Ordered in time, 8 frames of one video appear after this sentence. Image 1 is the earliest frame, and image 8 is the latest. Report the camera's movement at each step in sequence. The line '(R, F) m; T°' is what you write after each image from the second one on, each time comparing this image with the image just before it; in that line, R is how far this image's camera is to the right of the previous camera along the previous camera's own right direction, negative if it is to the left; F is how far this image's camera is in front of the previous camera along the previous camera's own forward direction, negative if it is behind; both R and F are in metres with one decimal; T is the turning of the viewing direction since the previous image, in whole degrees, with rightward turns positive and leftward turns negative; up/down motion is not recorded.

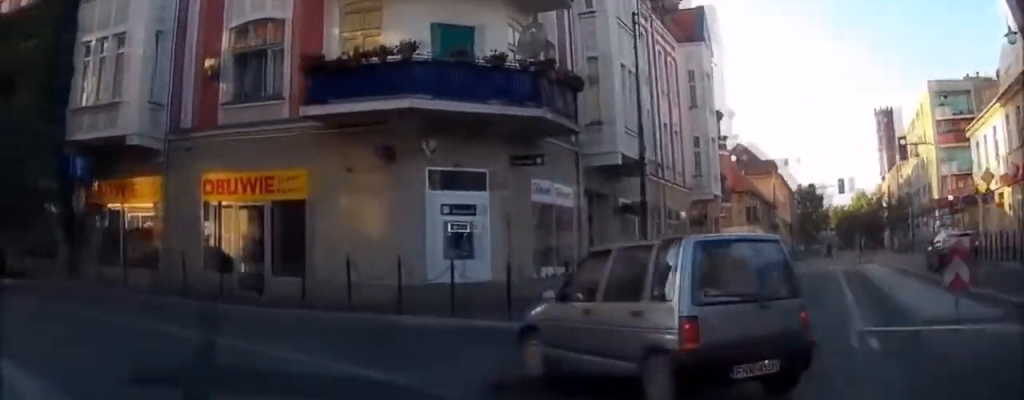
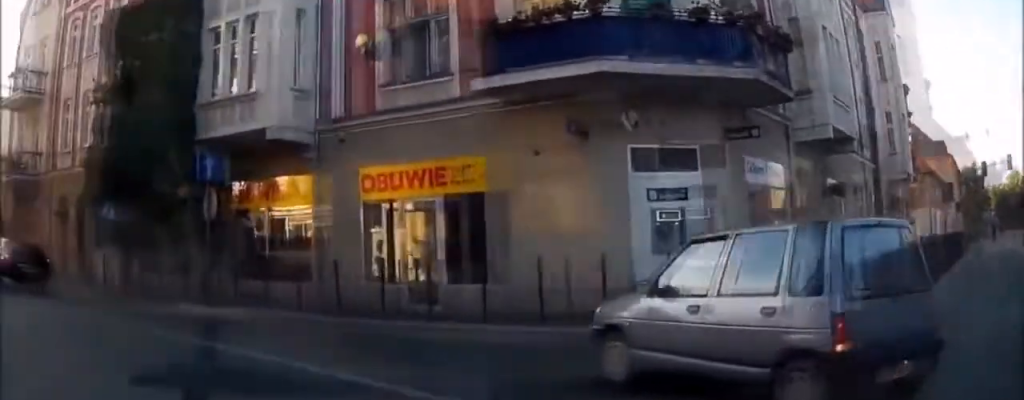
(-0.4, +2.9) m; -21°
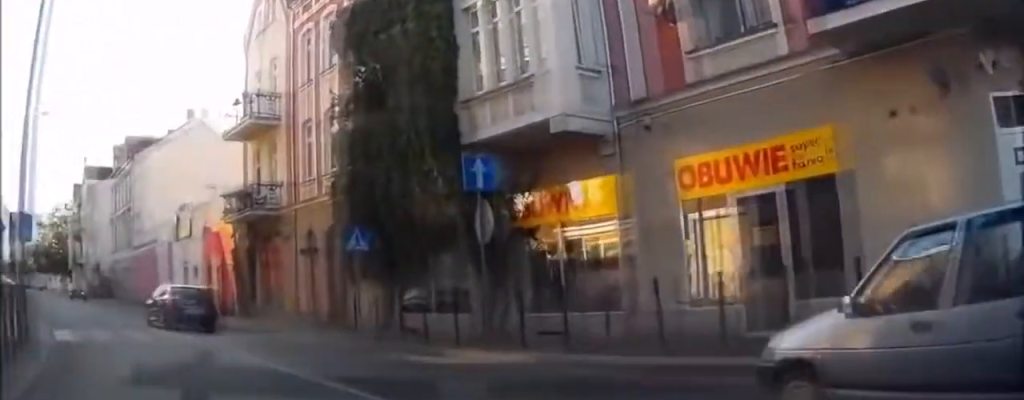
(-1.0, +4.1) m; -17°
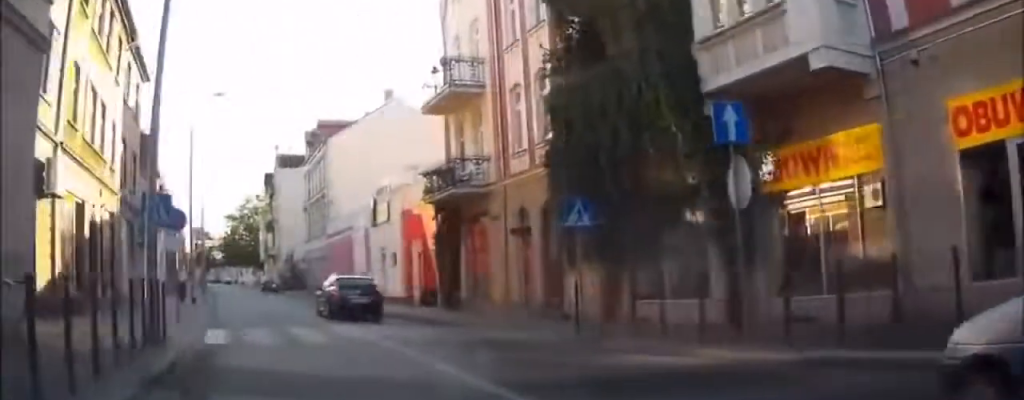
(-0.1, +3.1) m; -11°
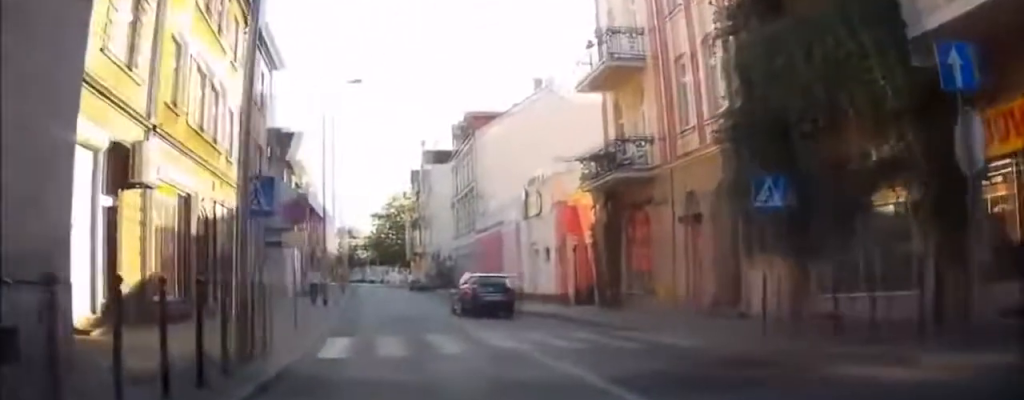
(-0.5, +3.5) m; -3°
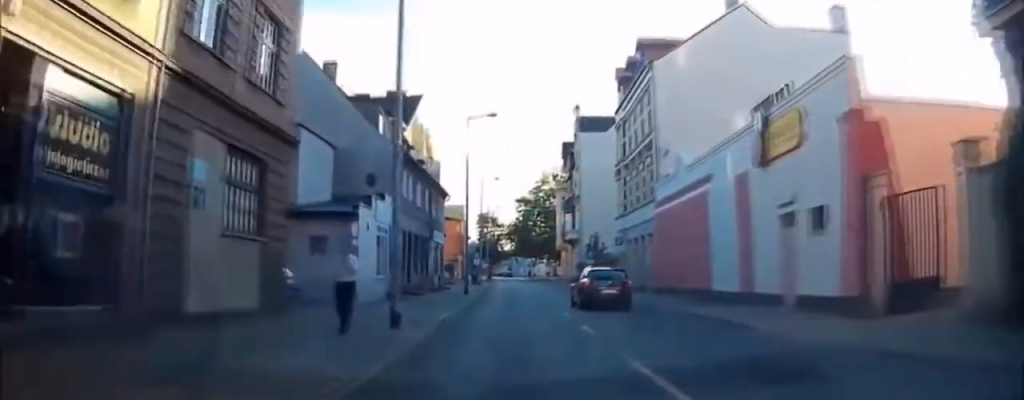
(-0.1, +17.7) m; +6°
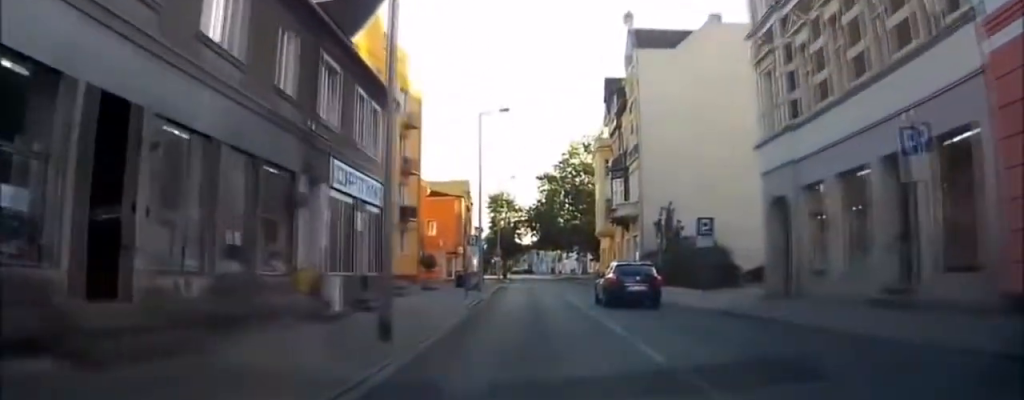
(+2.3, +30.8) m; +6°
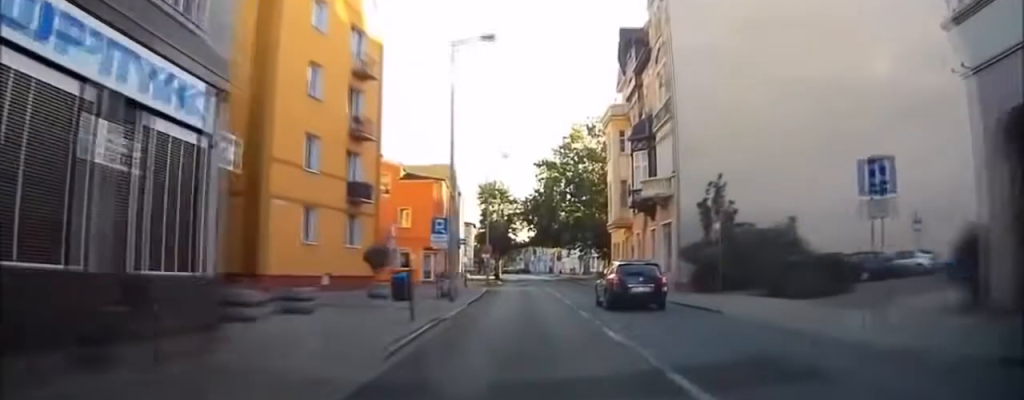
(+0.3, +13.2) m; +1°
